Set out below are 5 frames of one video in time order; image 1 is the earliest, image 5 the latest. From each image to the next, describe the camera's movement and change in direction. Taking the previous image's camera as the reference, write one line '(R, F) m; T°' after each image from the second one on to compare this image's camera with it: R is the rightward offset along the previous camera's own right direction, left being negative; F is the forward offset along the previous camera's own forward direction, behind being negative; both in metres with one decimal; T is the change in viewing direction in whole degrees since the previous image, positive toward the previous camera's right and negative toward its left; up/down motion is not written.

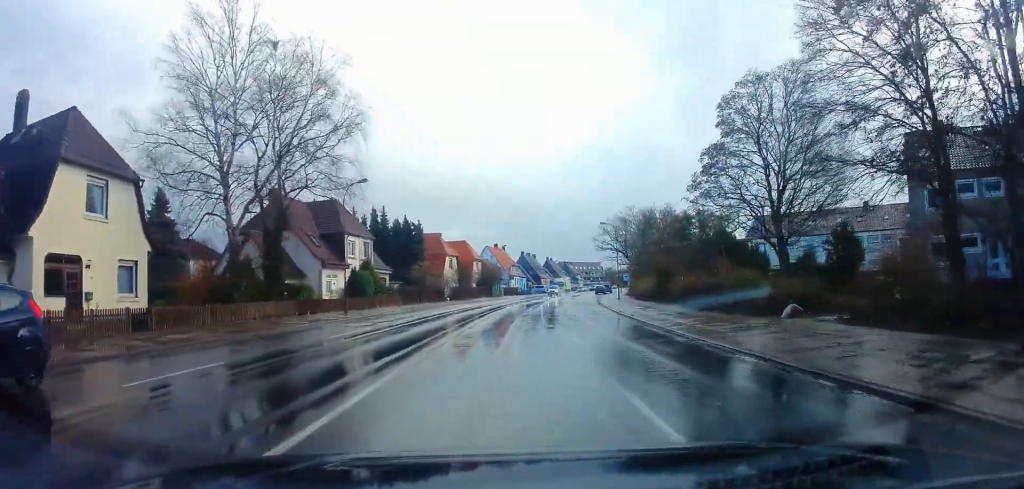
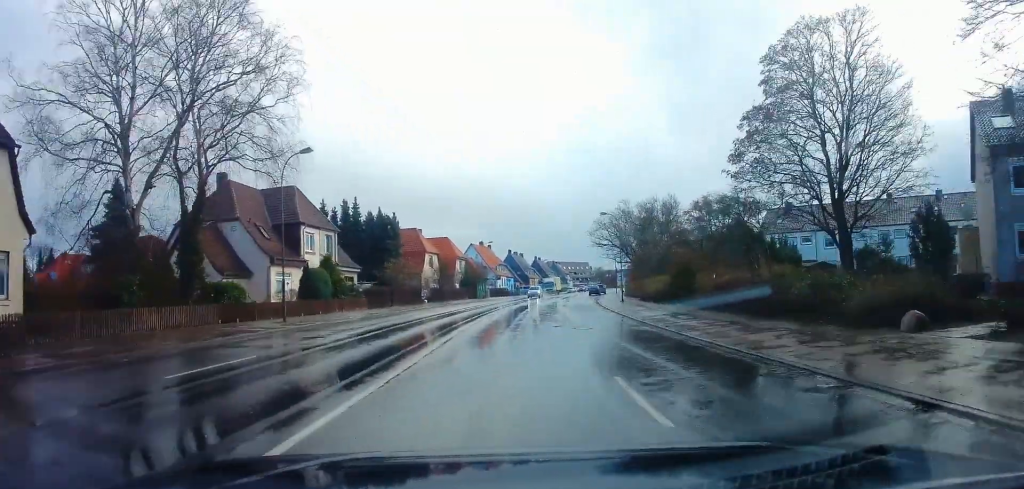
(0.0, +7.6) m; +1°
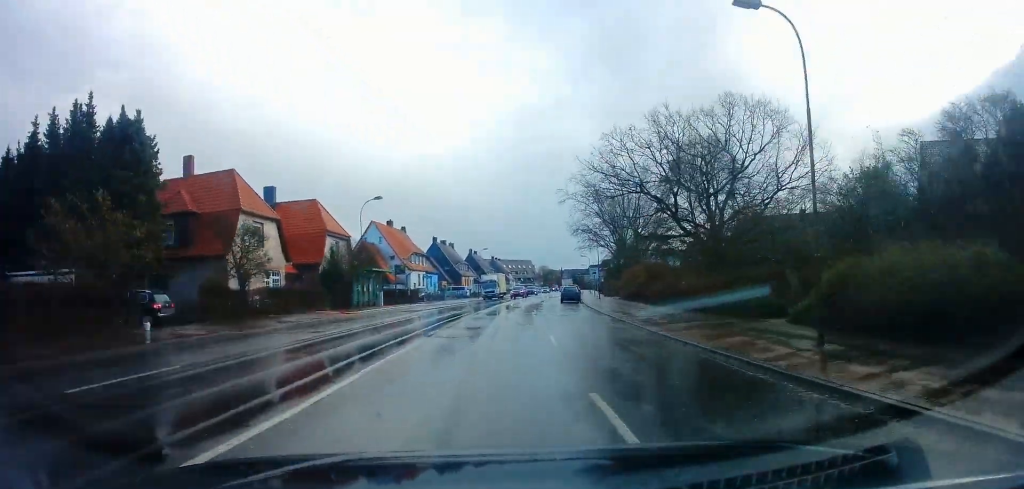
(+1.7, +37.2) m; +4°
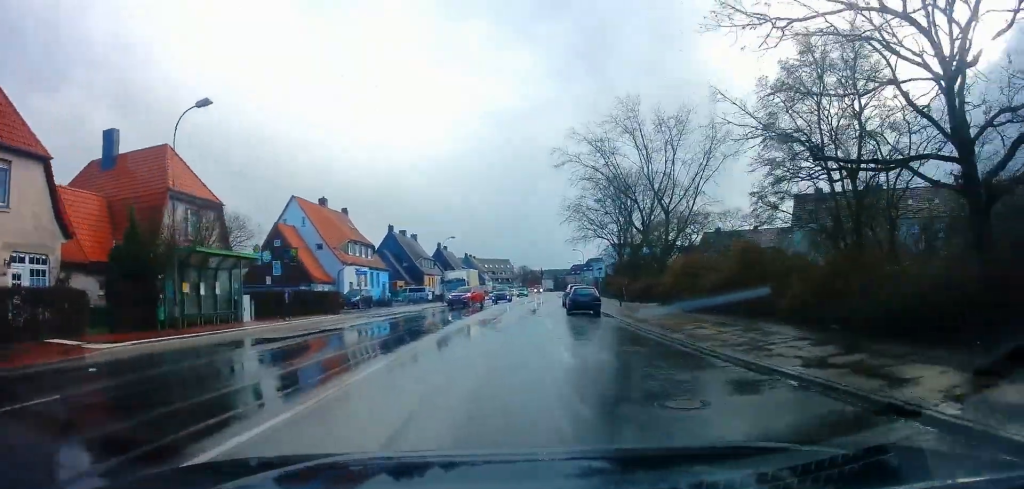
(+0.4, +21.1) m; +2°
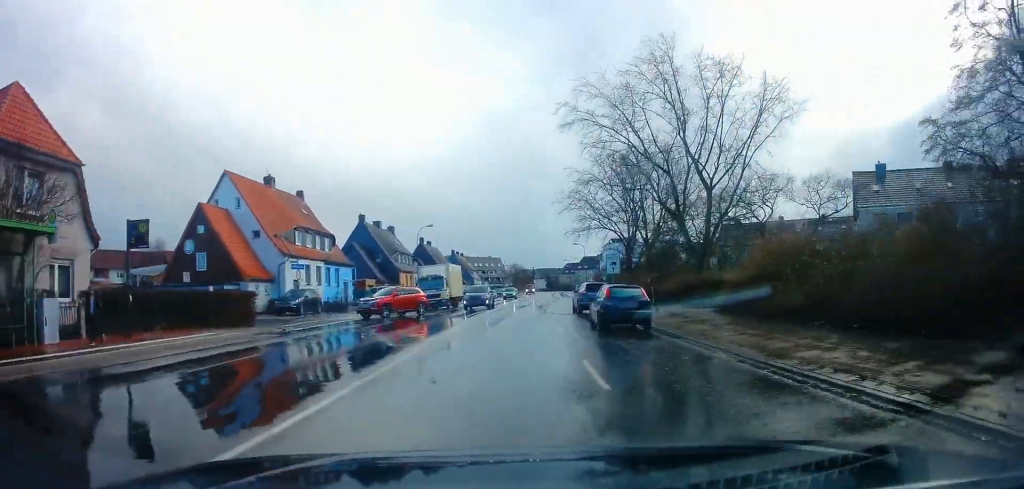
(0.0, +11.8) m; +2°
